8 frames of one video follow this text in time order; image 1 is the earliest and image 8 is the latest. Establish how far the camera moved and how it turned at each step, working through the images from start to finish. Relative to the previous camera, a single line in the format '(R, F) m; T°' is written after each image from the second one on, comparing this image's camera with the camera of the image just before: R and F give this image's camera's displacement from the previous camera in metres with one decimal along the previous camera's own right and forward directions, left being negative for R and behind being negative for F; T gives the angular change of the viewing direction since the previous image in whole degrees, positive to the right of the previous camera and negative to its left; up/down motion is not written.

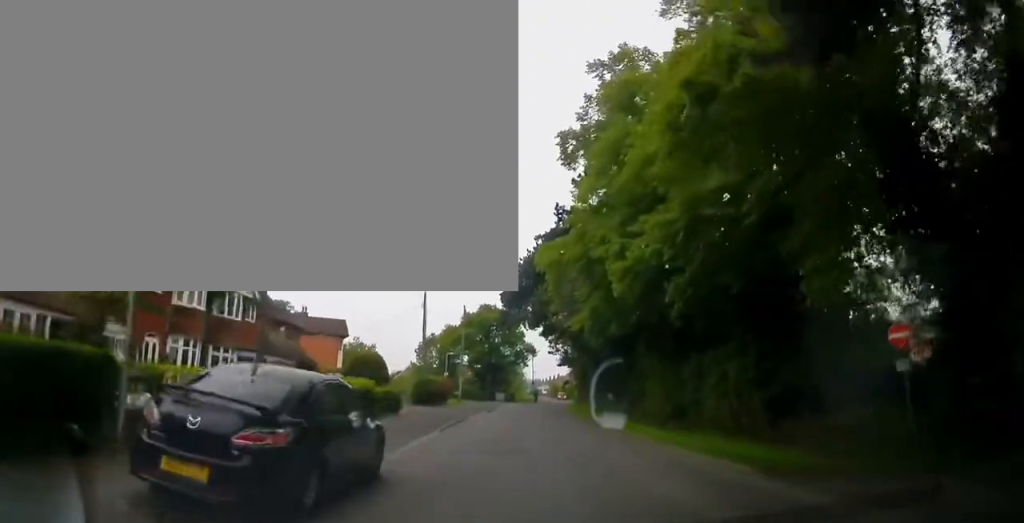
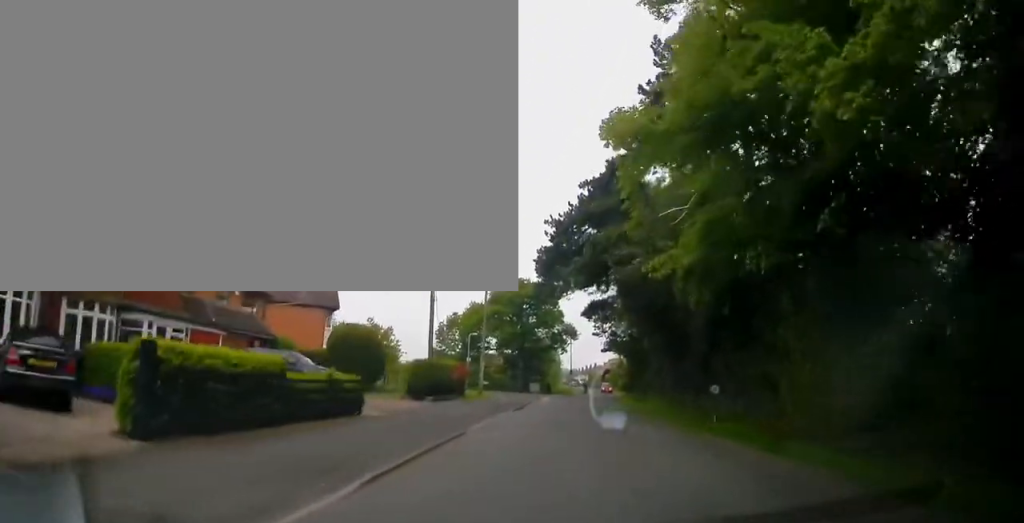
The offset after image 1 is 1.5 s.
(-0.3, +11.6) m; -2°
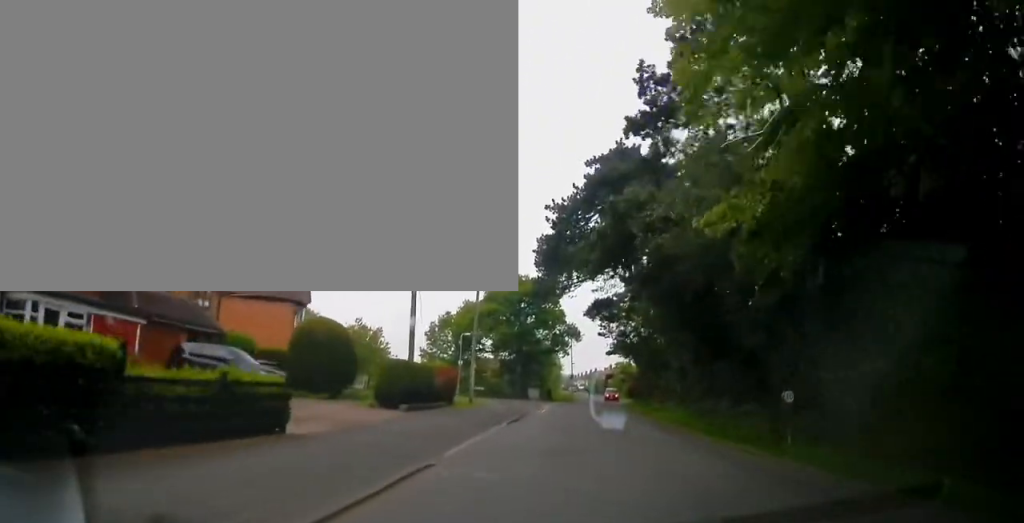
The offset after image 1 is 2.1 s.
(0.0, +5.2) m; 0°
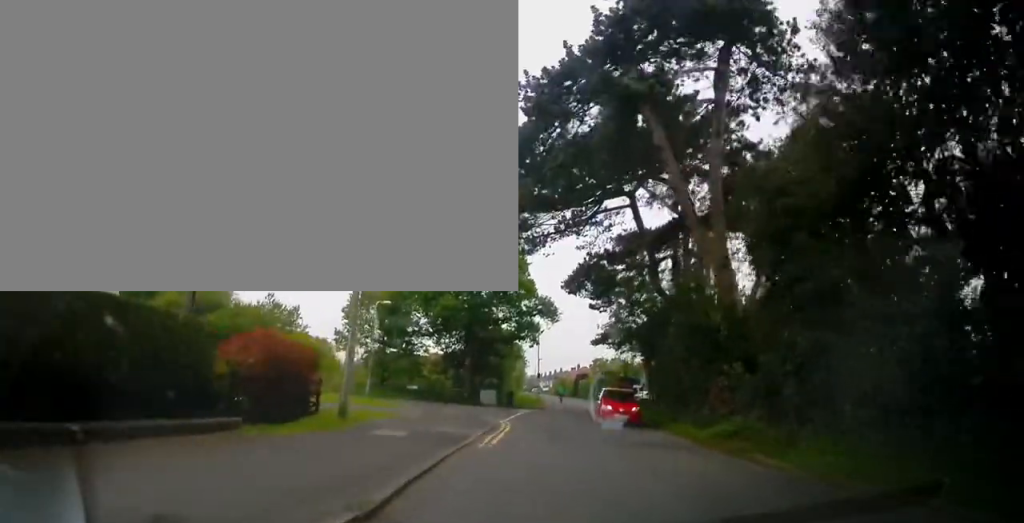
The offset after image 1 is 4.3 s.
(+1.0, +17.2) m; +8°
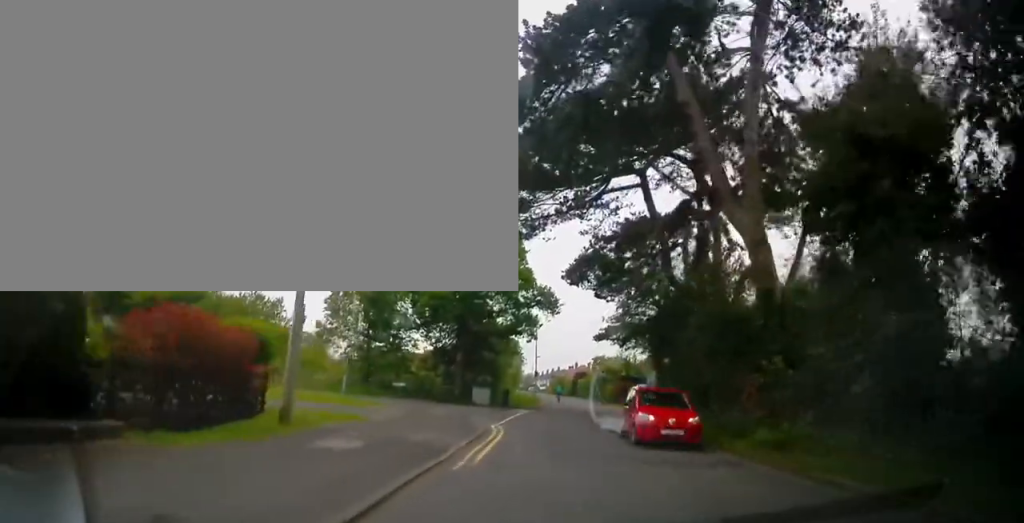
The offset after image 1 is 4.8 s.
(0.0, +3.8) m; 0°
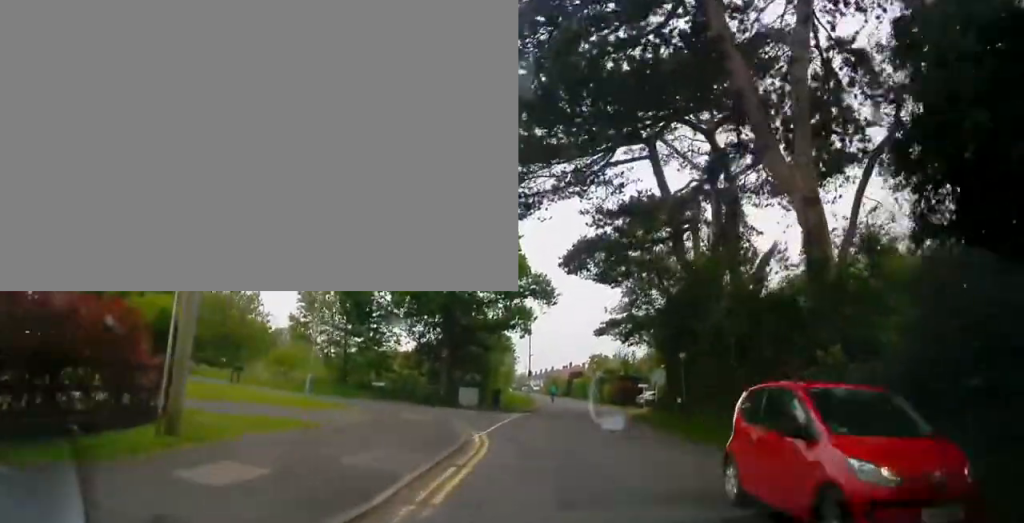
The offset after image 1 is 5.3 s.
(0.0, +3.5) m; 0°
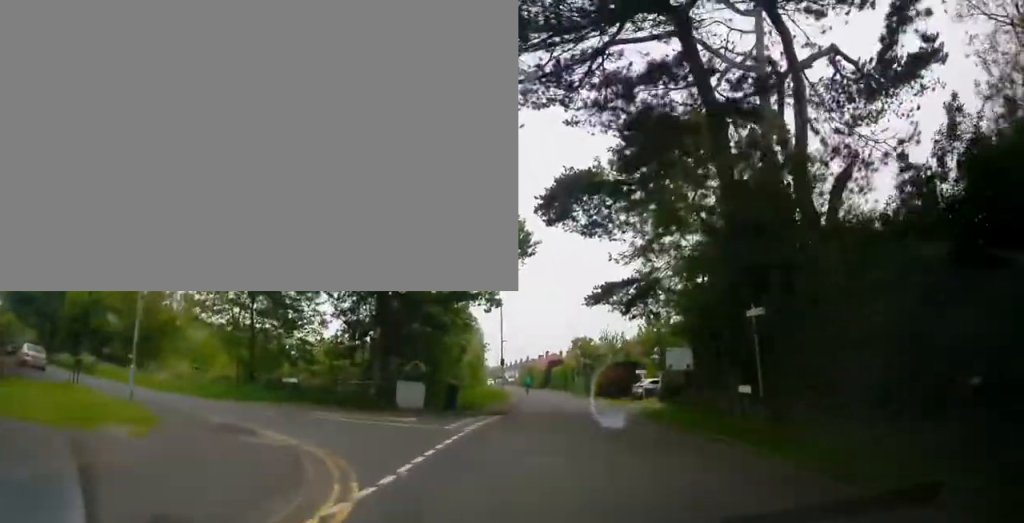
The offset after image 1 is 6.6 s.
(0.0, +9.9) m; 0°
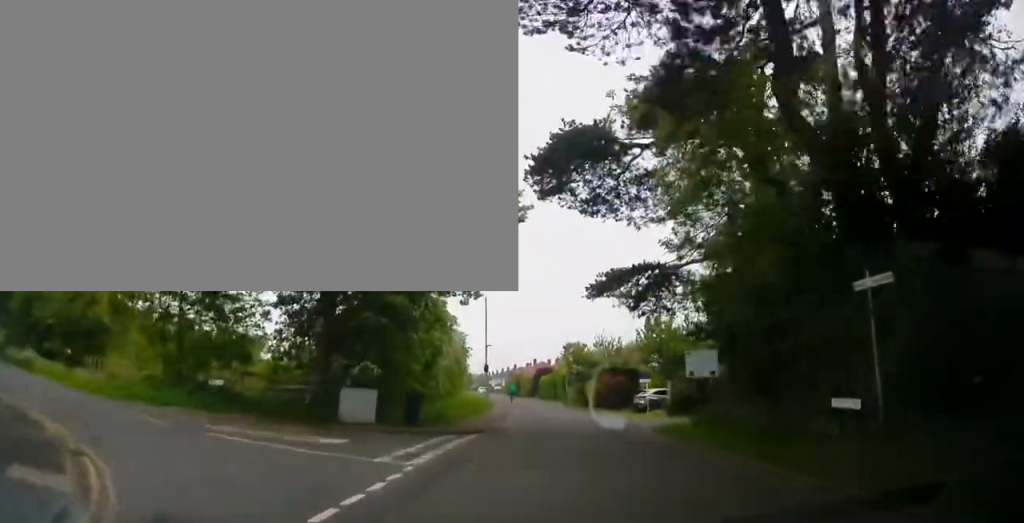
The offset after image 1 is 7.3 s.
(0.0, +5.7) m; 0°
